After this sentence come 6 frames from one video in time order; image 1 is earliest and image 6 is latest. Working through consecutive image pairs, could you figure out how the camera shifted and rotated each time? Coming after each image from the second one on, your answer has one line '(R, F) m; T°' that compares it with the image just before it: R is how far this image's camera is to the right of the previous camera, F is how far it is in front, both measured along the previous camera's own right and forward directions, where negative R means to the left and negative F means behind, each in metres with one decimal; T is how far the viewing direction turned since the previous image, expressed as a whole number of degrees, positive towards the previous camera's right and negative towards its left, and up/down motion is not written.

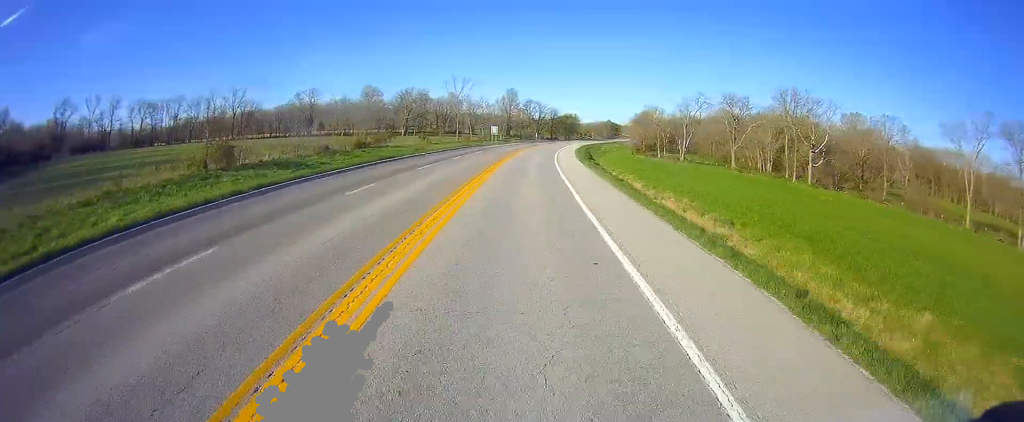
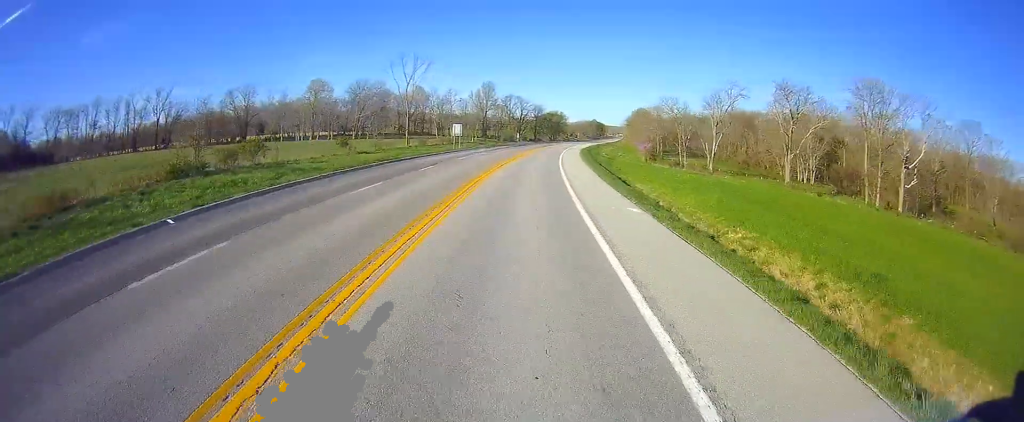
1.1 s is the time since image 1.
(+0.5, +35.2) m; +2°
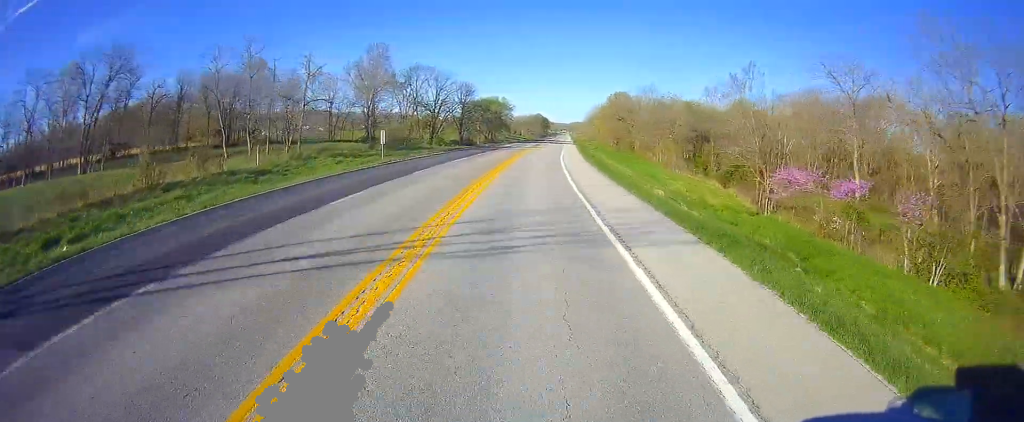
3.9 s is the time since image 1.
(+5.2, +87.1) m; +6°
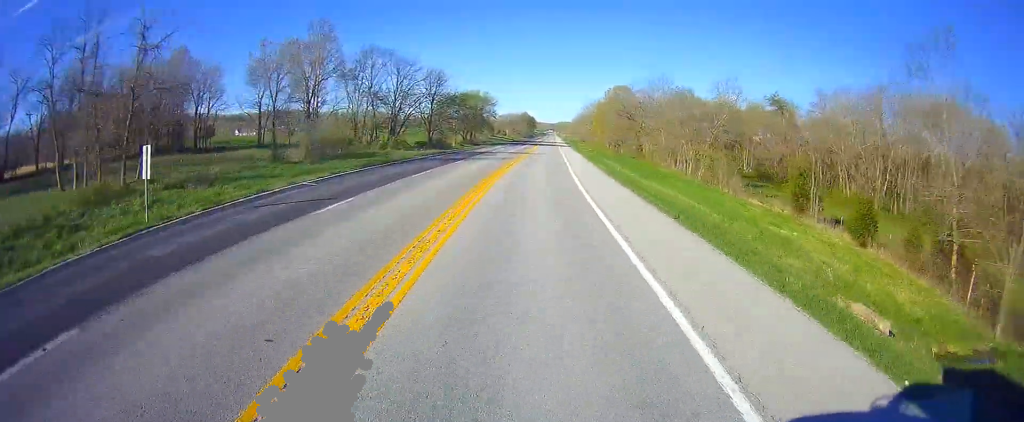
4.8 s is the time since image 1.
(+0.7, +25.9) m; +2°
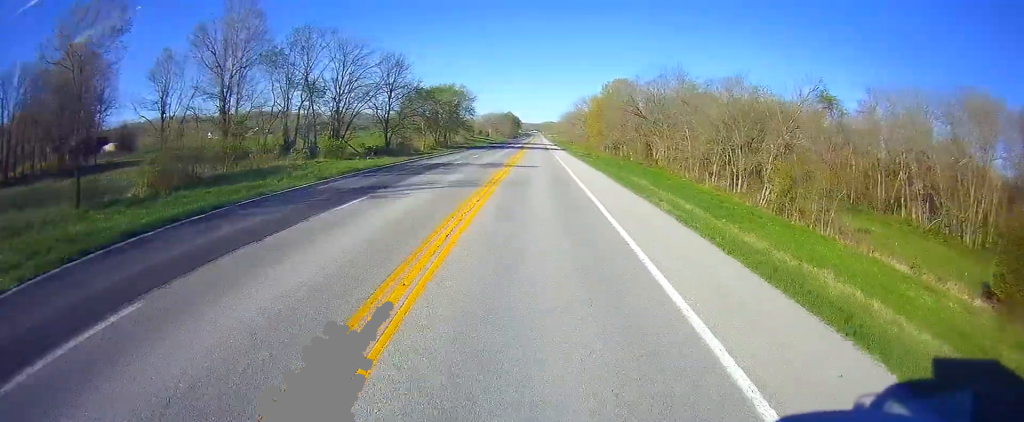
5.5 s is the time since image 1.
(+0.3, +22.8) m; +1°
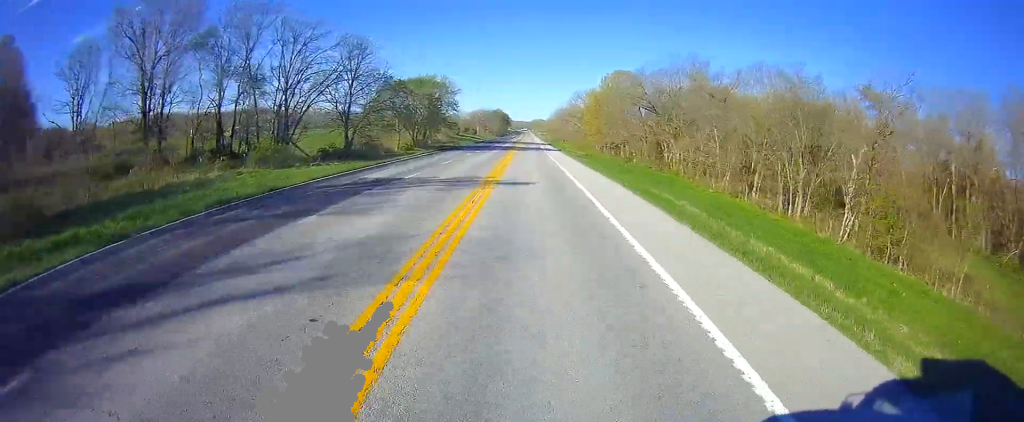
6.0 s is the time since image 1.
(0.0, +14.5) m; 0°
